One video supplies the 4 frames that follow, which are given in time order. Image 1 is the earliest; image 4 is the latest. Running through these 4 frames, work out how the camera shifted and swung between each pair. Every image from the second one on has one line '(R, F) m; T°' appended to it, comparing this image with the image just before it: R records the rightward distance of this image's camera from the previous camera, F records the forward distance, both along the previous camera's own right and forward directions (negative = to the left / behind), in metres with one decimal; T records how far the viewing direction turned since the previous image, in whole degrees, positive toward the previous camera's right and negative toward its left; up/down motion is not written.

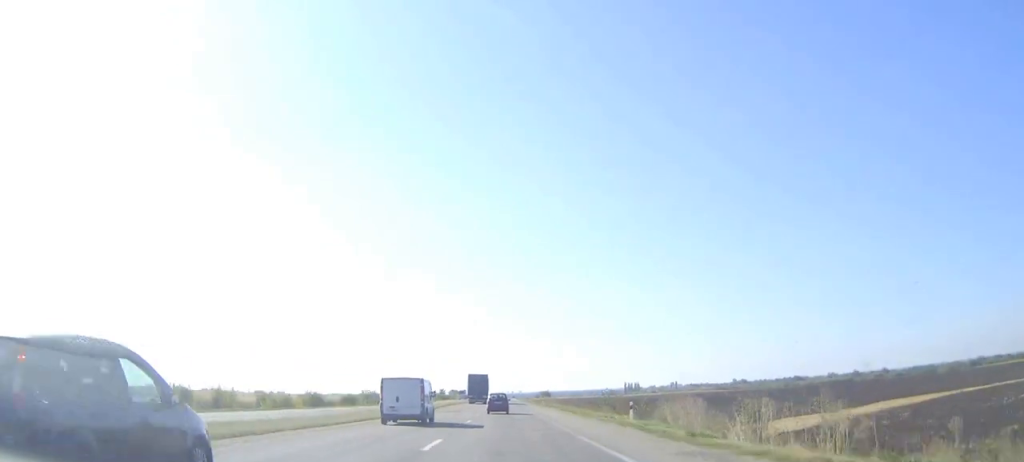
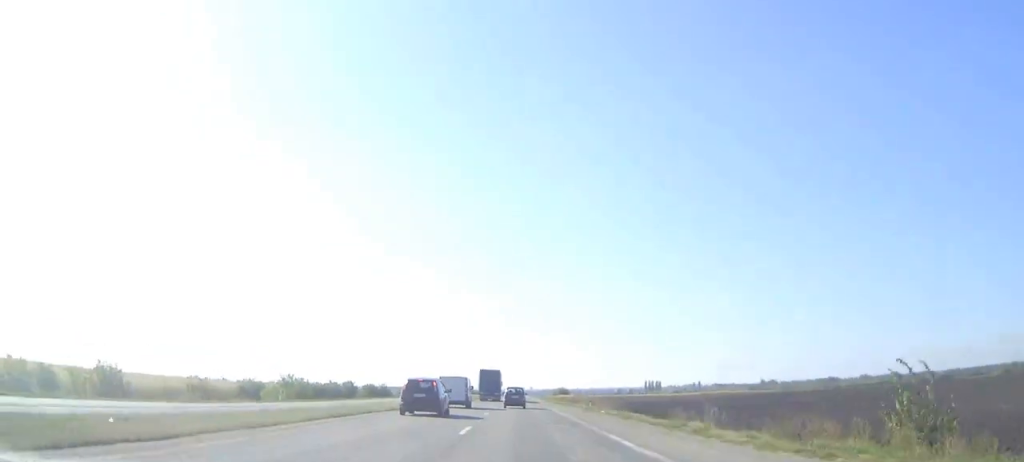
(-0.2, +59.4) m; 0°
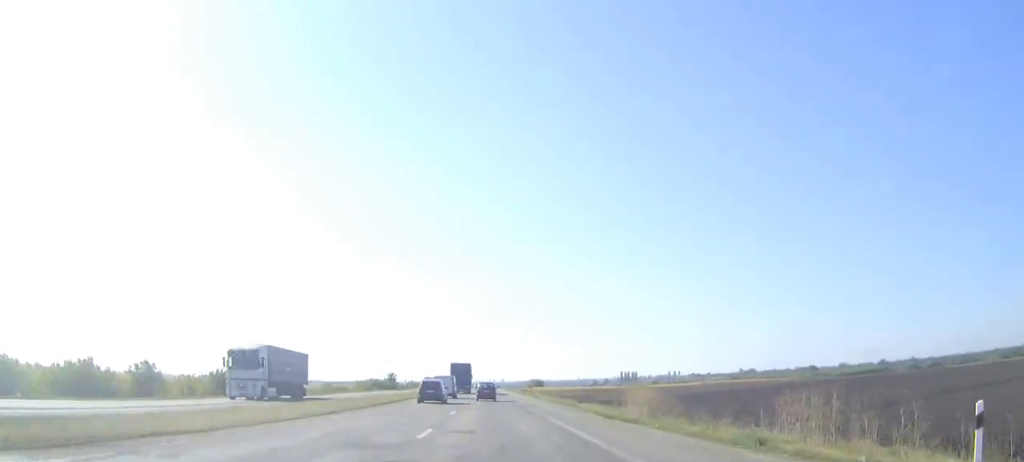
(+0.2, +66.1) m; 0°
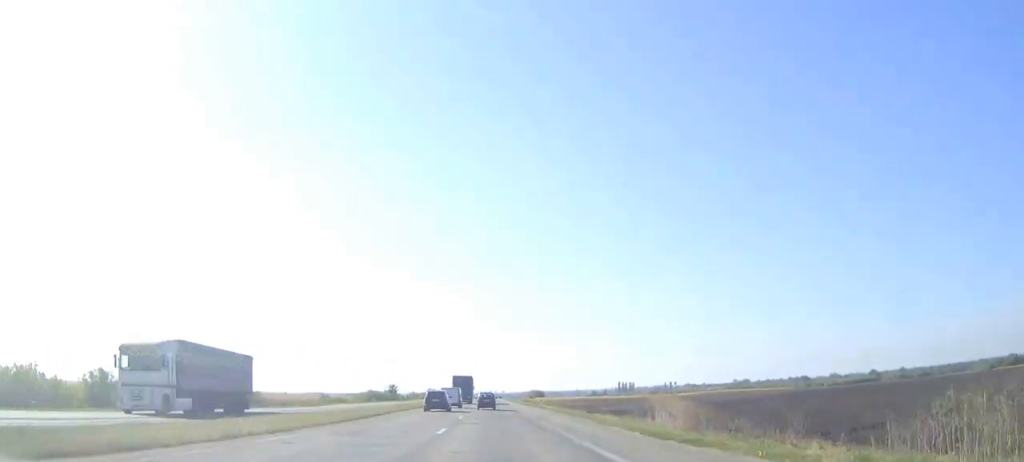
(0.0, +9.9) m; 0°
